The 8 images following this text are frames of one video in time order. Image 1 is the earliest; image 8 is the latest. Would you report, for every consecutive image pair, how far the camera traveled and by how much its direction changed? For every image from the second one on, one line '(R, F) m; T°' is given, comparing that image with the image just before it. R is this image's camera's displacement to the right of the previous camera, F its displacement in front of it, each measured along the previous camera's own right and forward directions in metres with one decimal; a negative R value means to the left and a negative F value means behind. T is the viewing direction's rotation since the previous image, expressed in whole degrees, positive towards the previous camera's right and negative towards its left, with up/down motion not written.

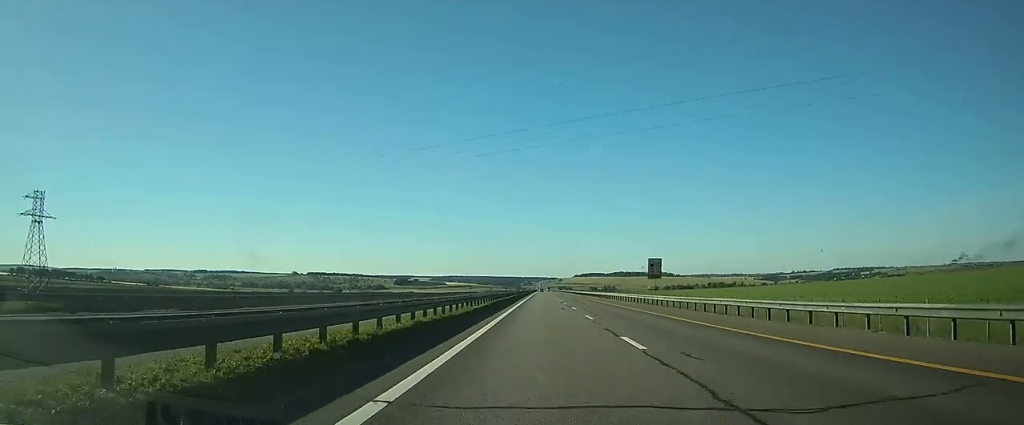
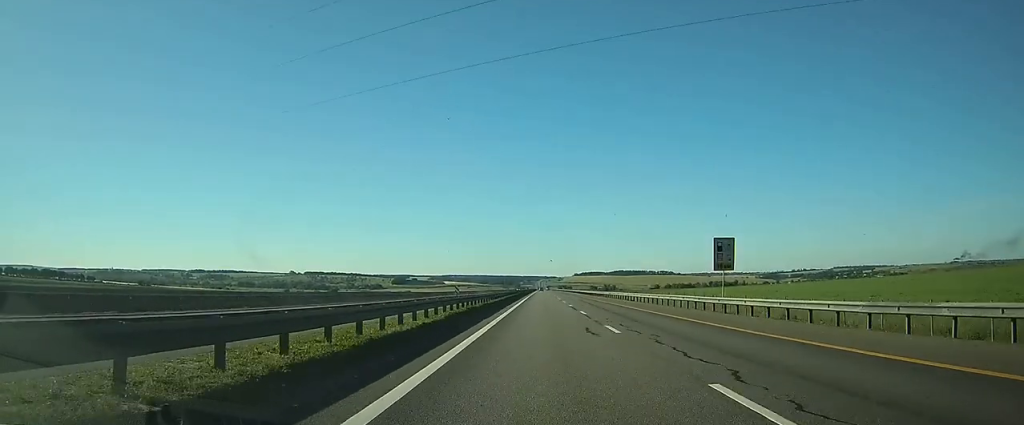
(-0.1, +19.9) m; 0°
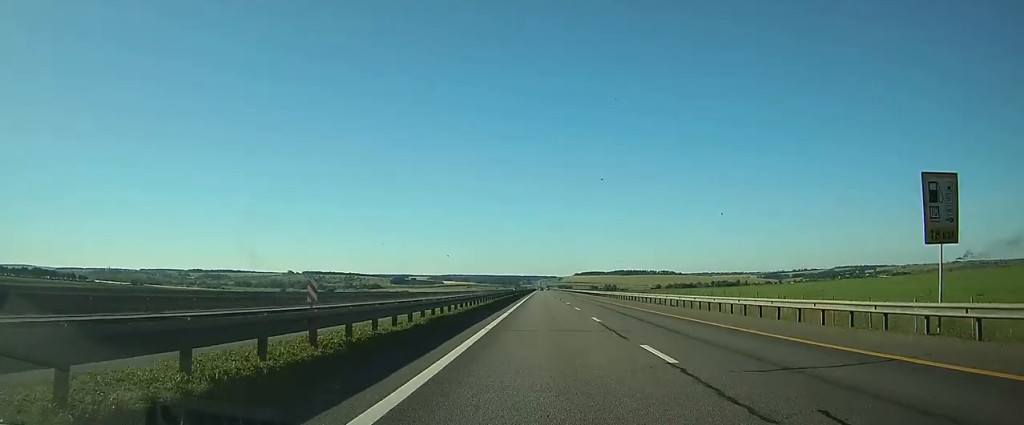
(-0.1, +18.9) m; 0°
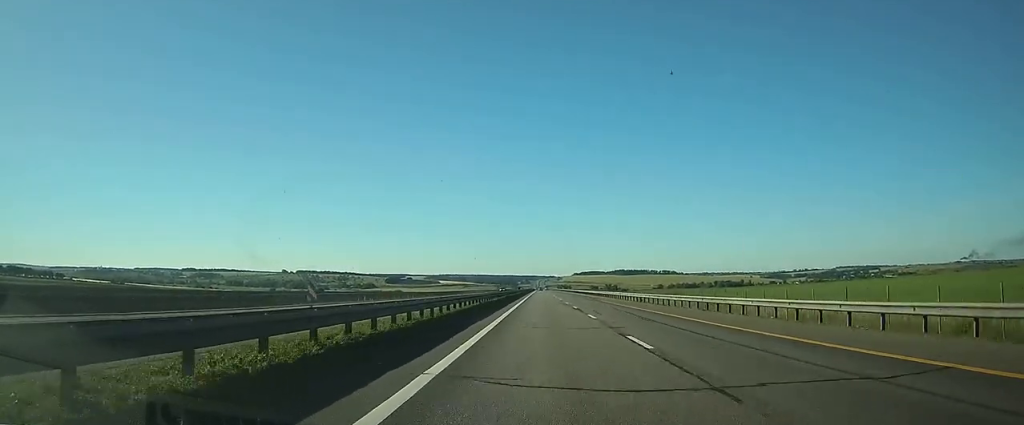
(+0.2, +46.1) m; +1°
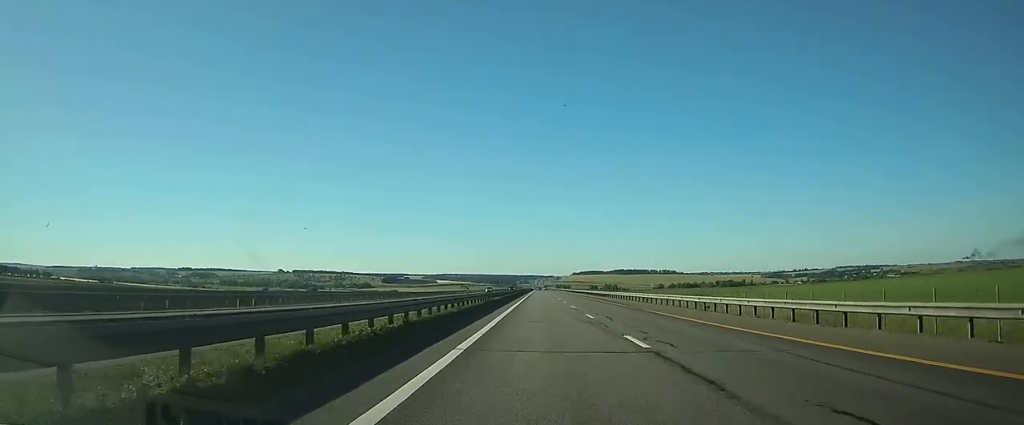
(+0.1, +24.0) m; 0°
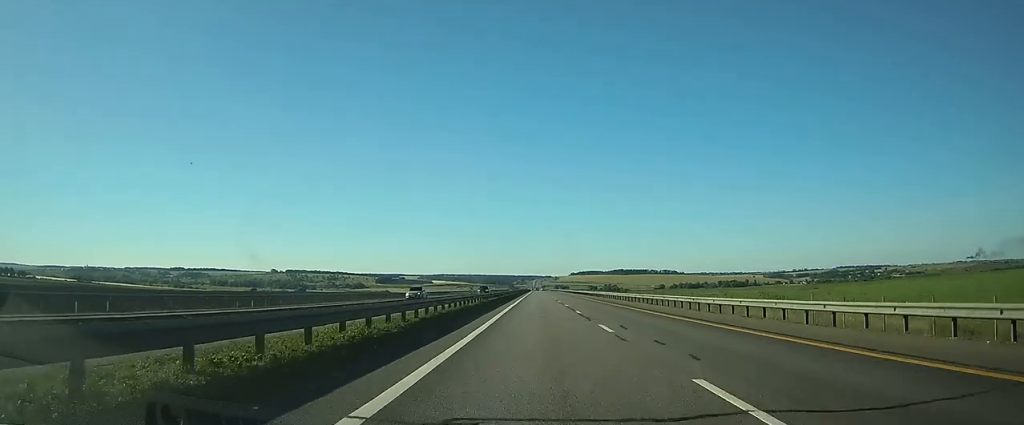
(0.0, +43.8) m; 0°
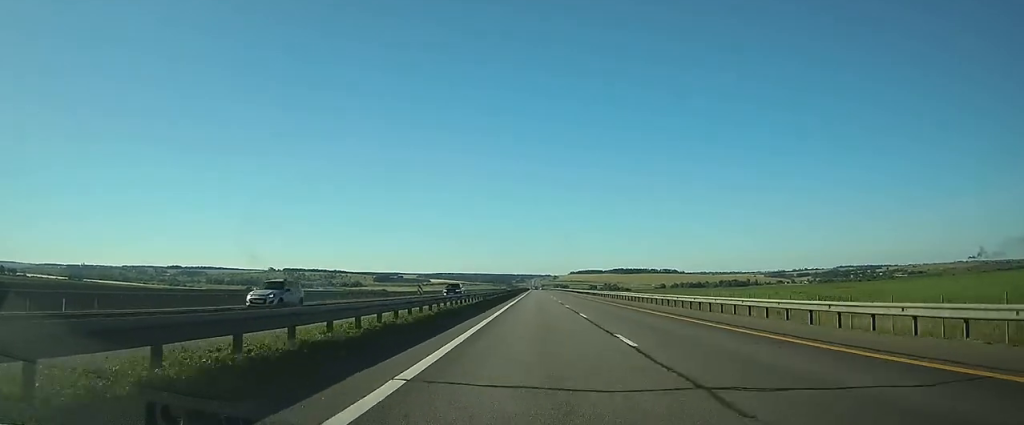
(0.0, +16.6) m; 0°
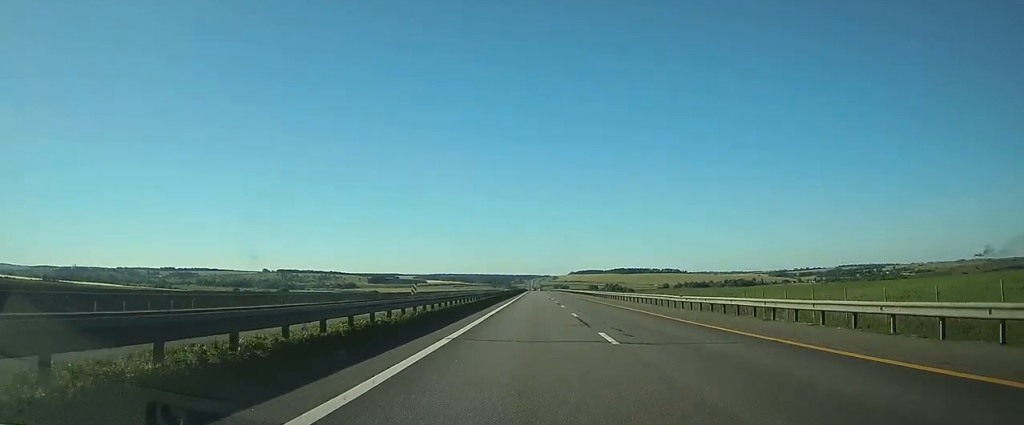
(+0.1, +47.6) m; 0°
